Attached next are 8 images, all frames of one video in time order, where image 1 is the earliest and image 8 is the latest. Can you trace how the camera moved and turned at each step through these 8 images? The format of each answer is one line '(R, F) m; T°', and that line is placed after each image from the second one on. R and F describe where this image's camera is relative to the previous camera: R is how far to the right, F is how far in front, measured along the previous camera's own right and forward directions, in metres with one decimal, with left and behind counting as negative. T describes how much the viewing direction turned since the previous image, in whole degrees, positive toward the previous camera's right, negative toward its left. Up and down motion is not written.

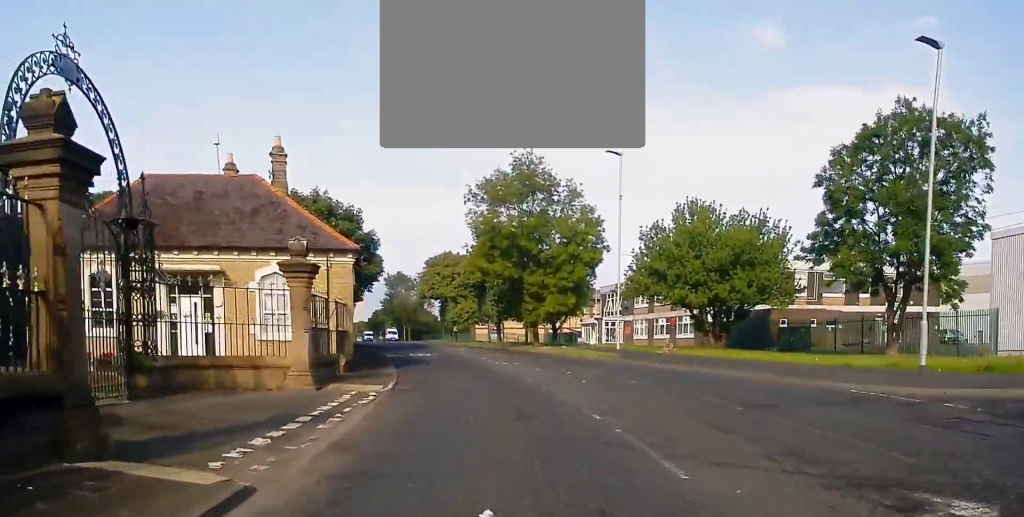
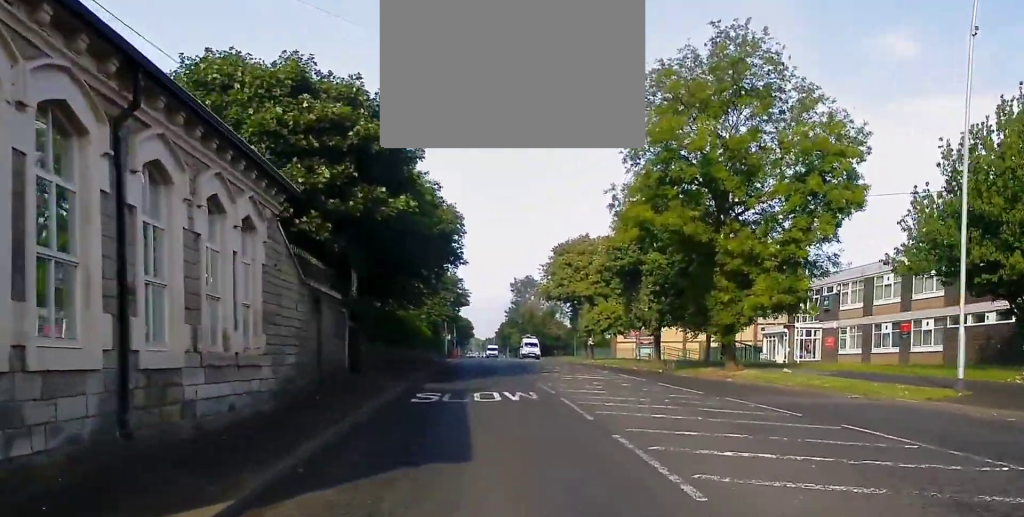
(-2.7, +23.2) m; -11°
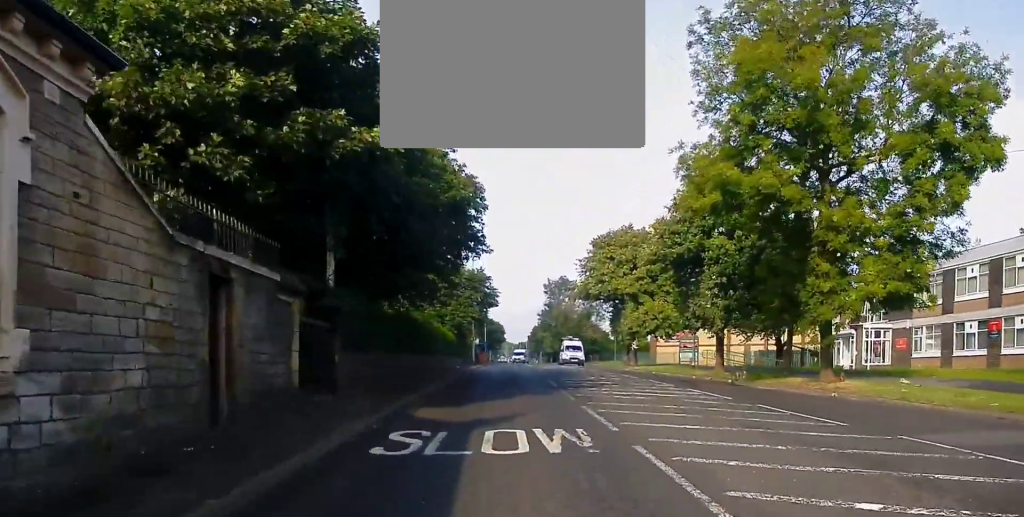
(+0.4, +6.9) m; -1°
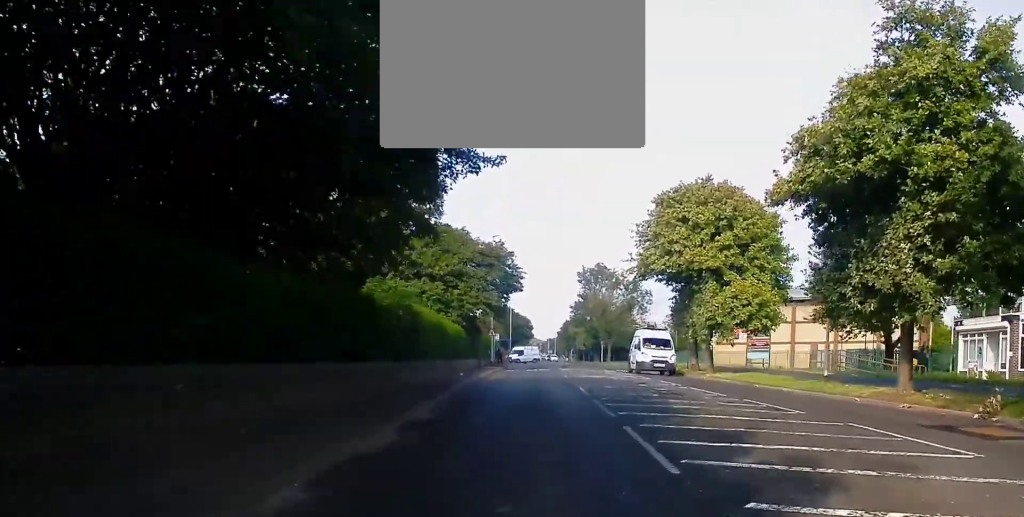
(-1.0, +15.3) m; -4°
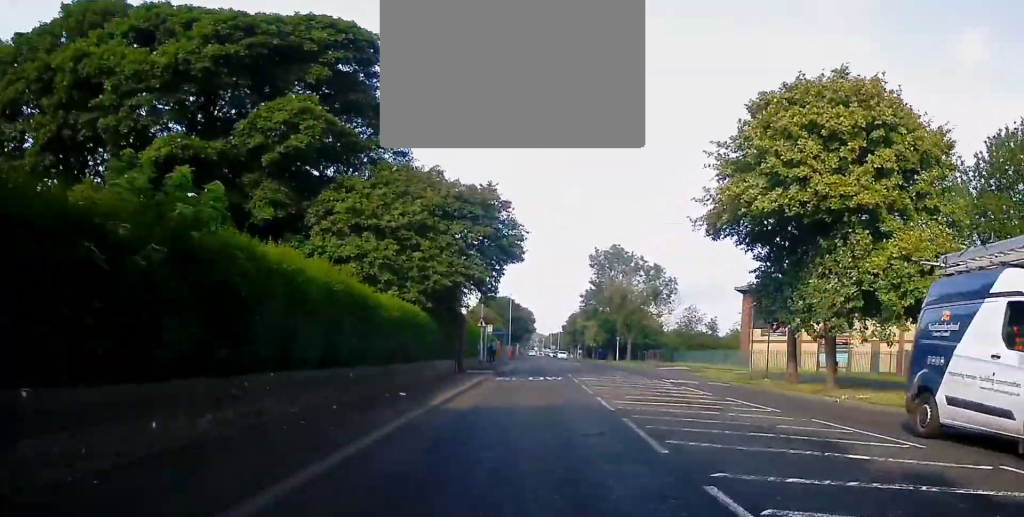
(+0.1, +15.8) m; -1°
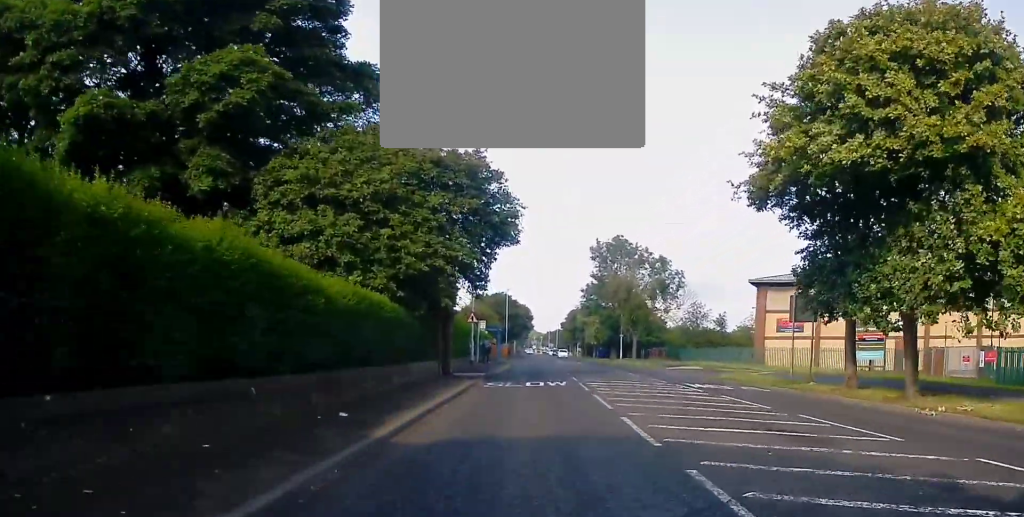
(-0.1, +5.6) m; -1°
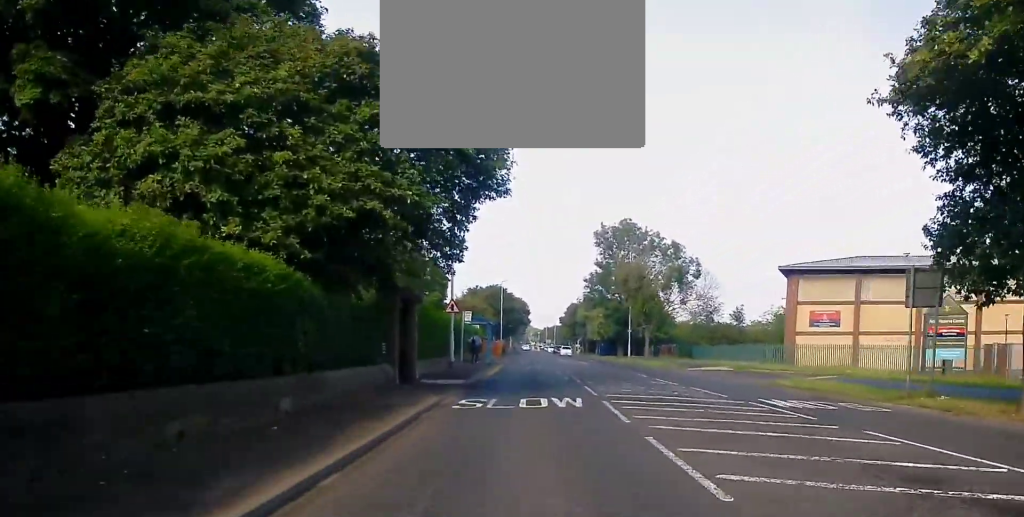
(0.0, +9.0) m; +2°
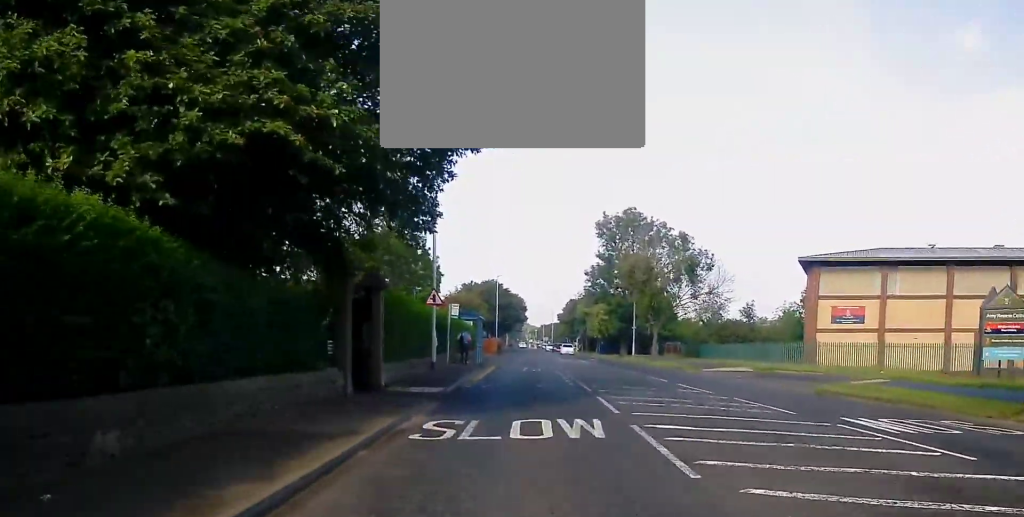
(0.0, +5.2) m; +1°
